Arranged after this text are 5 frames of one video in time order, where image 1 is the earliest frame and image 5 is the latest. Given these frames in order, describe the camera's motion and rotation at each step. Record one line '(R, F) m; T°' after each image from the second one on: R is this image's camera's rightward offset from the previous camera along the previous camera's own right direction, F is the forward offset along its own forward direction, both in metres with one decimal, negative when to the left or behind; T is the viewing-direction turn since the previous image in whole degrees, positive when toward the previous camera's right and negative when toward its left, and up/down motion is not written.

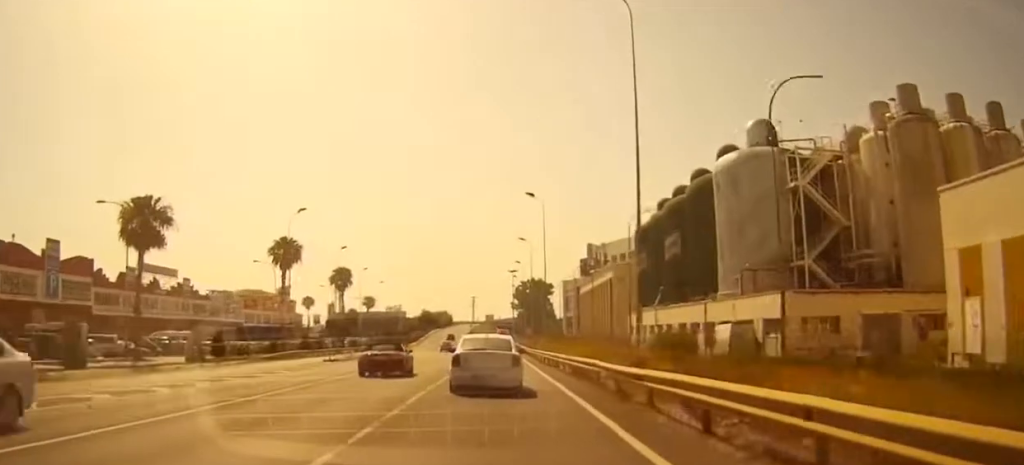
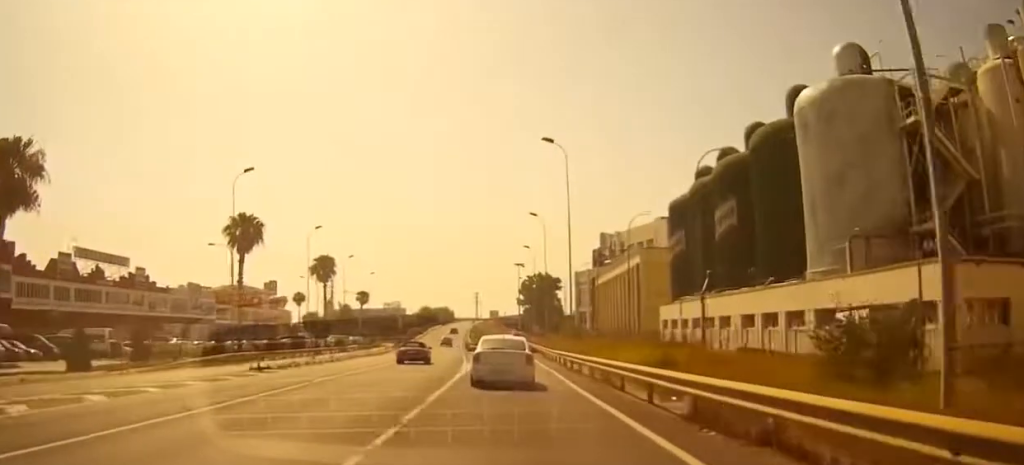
(+0.1, +18.1) m; +1°
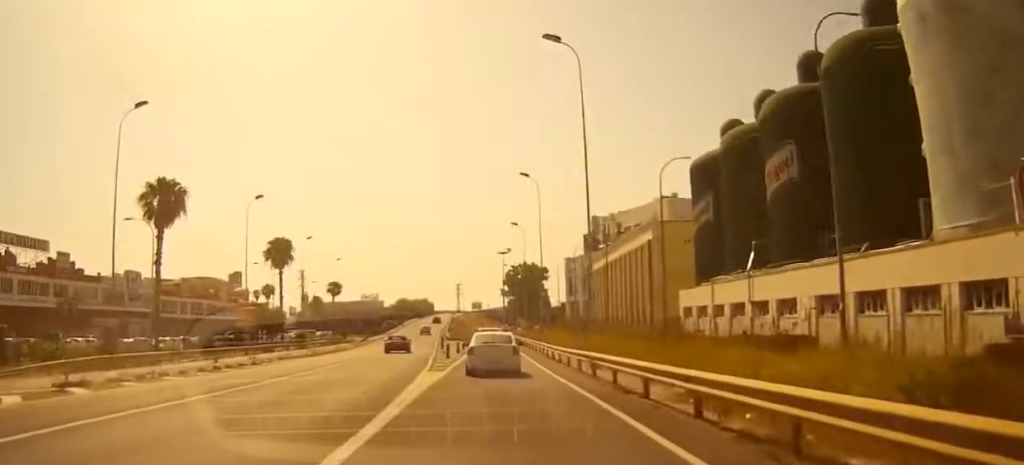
(+0.1, +16.6) m; +1°
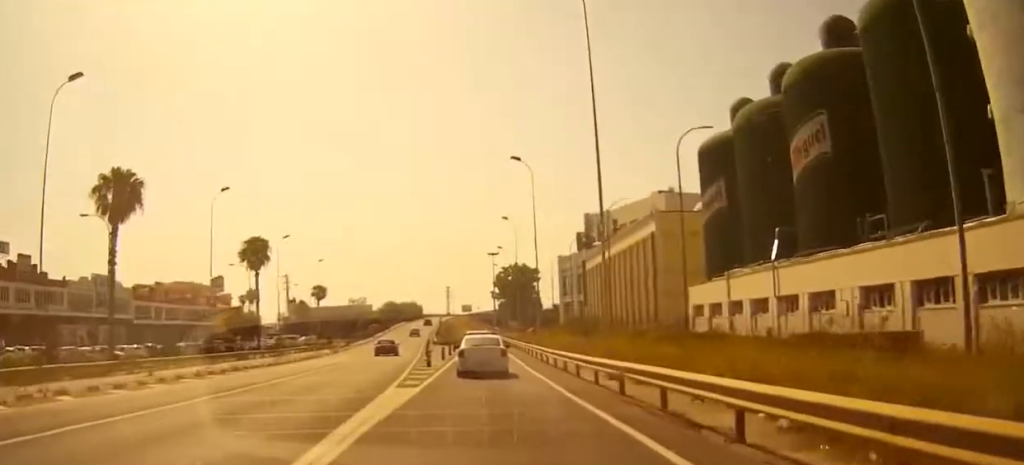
(+0.1, +6.7) m; 0°
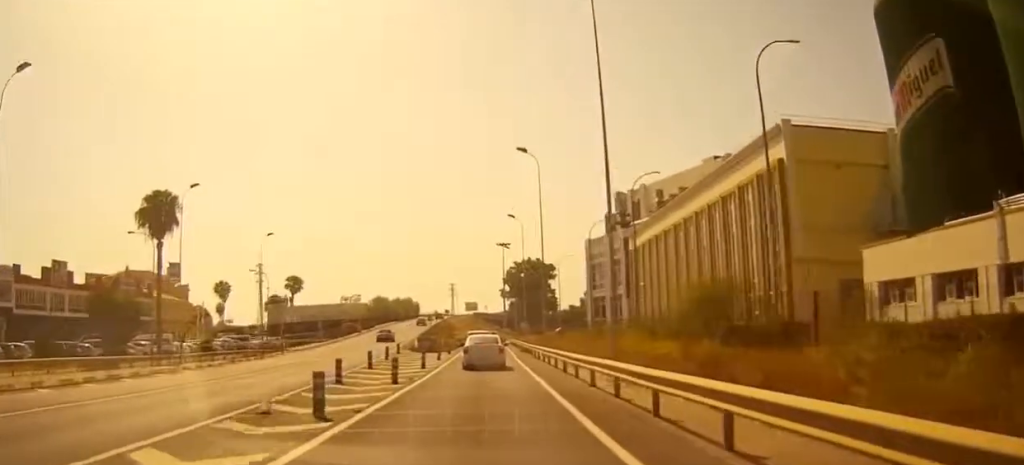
(-0.2, +32.7) m; 0°
